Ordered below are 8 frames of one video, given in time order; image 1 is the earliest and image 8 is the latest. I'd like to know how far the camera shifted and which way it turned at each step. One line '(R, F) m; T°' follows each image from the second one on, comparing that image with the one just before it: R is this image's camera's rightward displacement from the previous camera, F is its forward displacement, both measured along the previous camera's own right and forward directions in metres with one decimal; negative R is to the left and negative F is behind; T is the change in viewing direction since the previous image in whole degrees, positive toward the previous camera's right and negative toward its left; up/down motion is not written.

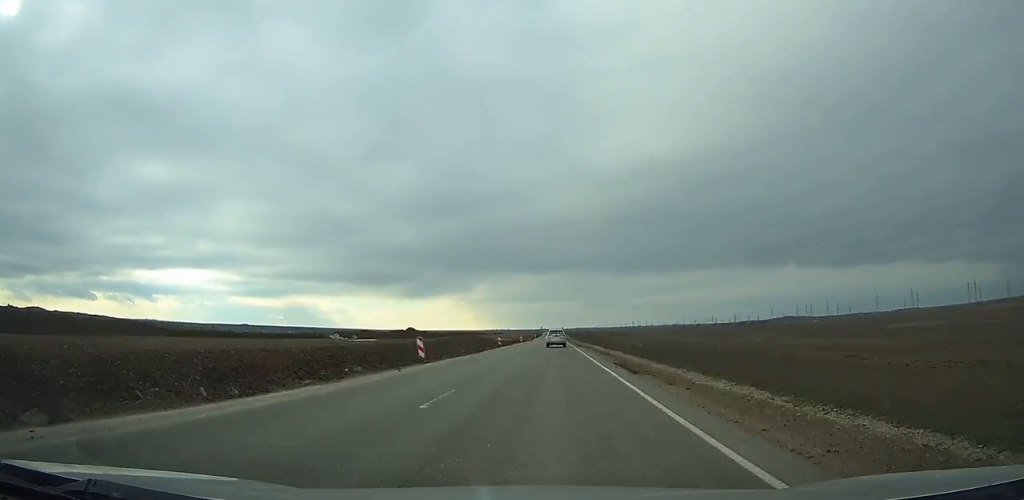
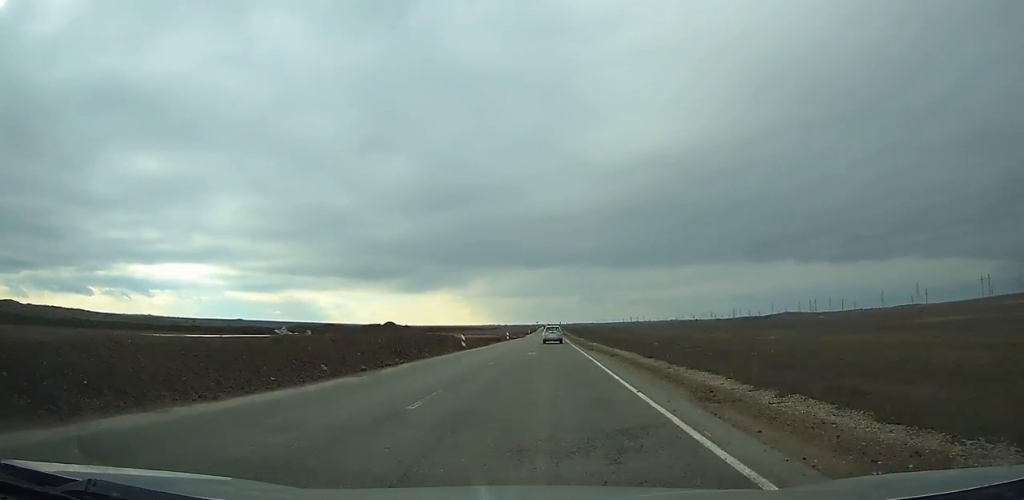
(+0.1, +24.1) m; 0°
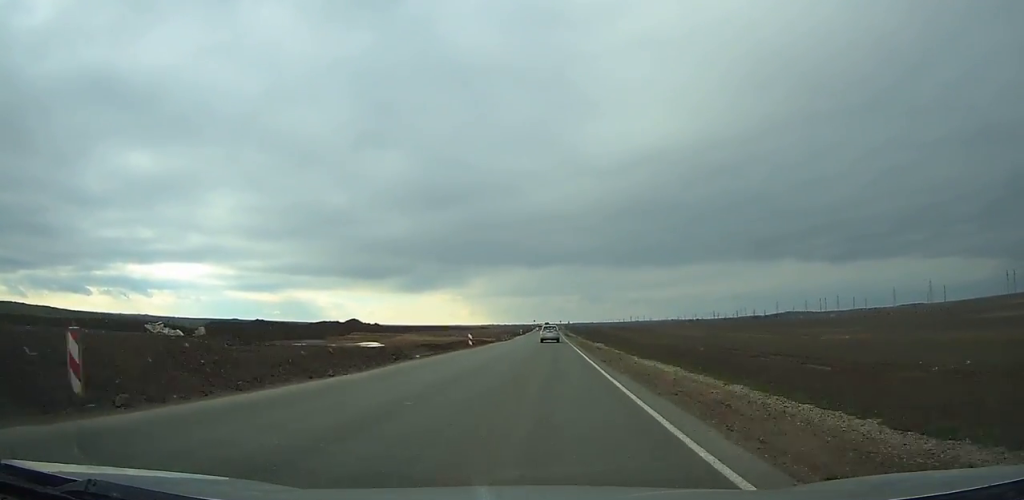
(+0.1, +35.3) m; 0°
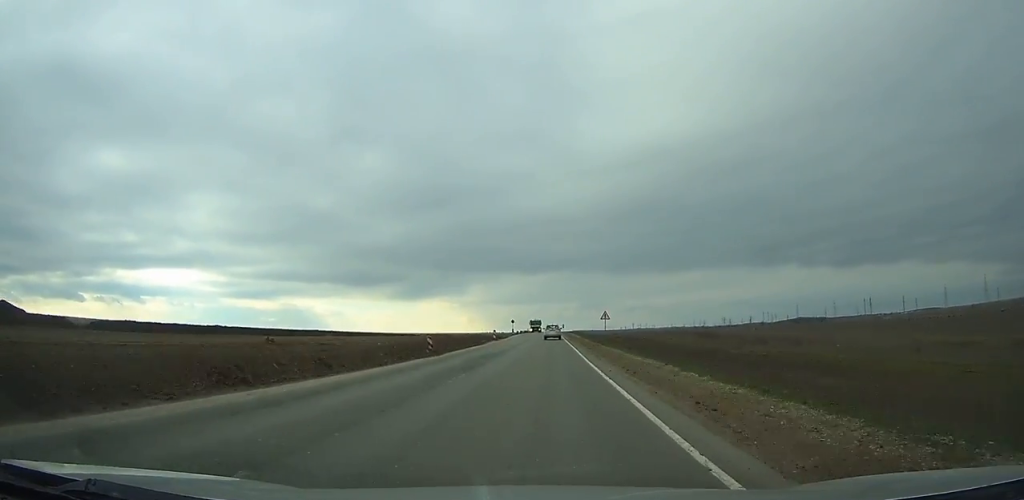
(0.0, +128.3) m; 0°
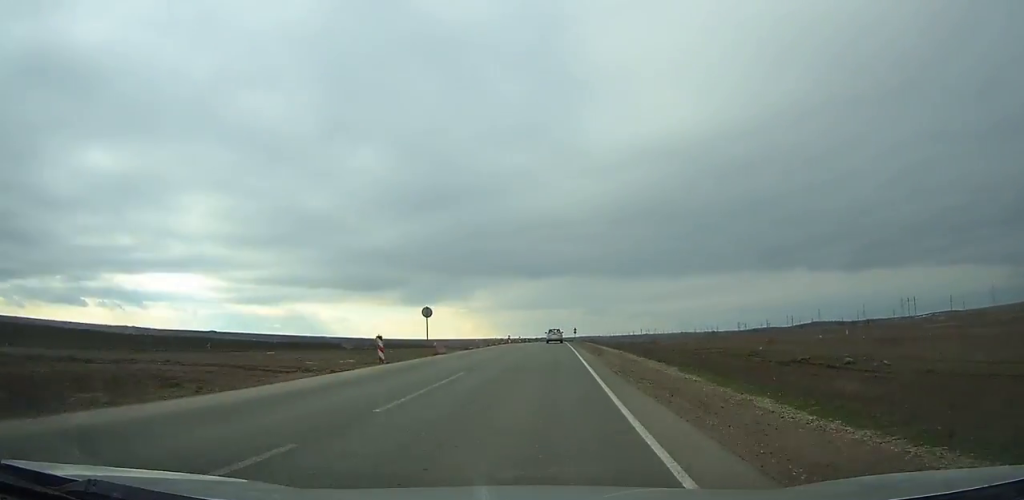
(-0.4, +82.2) m; -1°
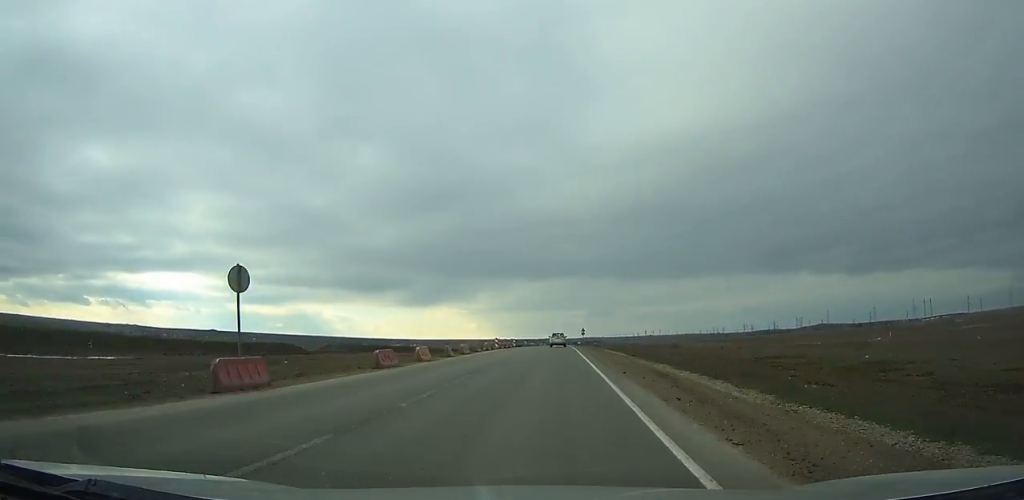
(-0.1, +23.1) m; 0°
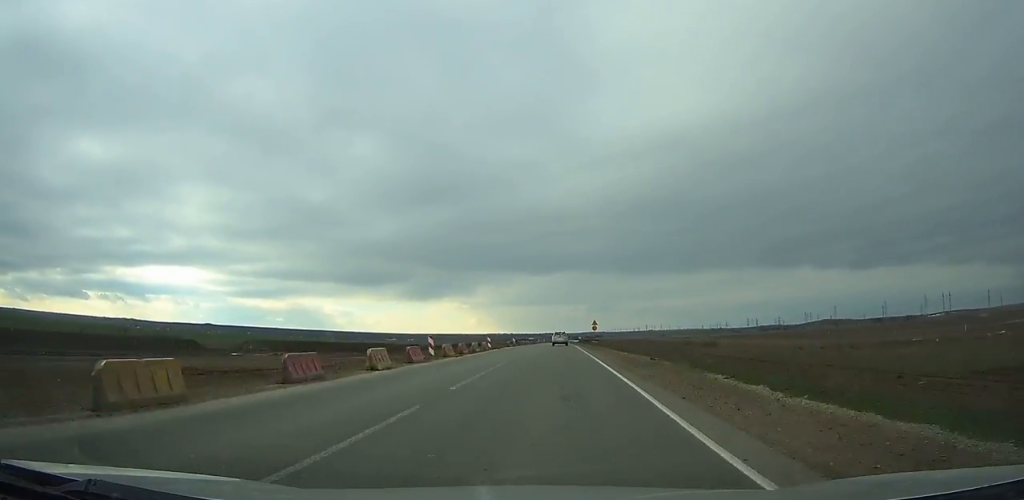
(+0.1, +33.0) m; 0°
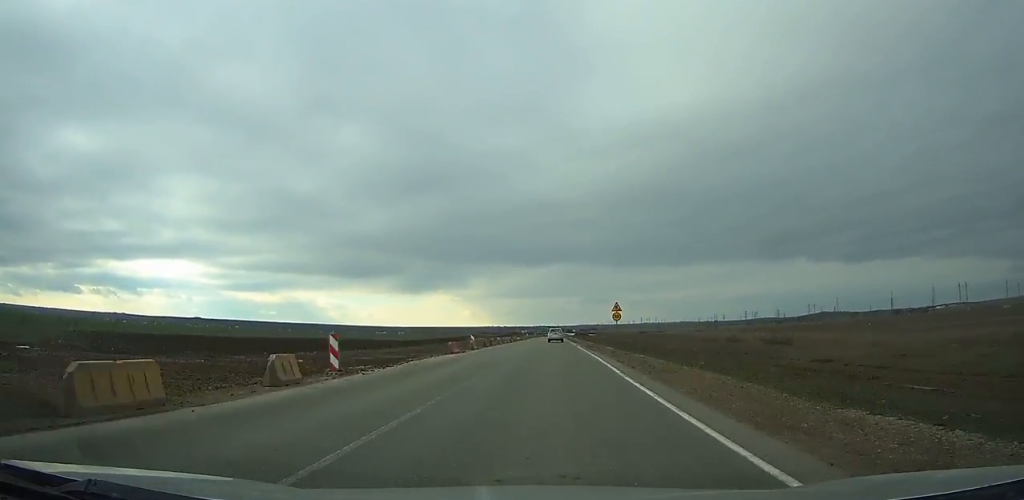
(+0.1, +36.3) m; 0°
